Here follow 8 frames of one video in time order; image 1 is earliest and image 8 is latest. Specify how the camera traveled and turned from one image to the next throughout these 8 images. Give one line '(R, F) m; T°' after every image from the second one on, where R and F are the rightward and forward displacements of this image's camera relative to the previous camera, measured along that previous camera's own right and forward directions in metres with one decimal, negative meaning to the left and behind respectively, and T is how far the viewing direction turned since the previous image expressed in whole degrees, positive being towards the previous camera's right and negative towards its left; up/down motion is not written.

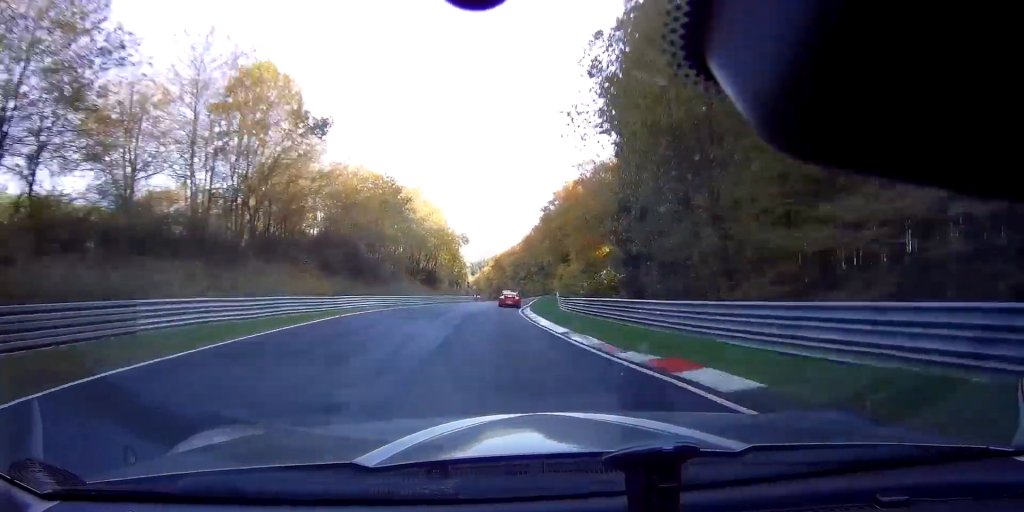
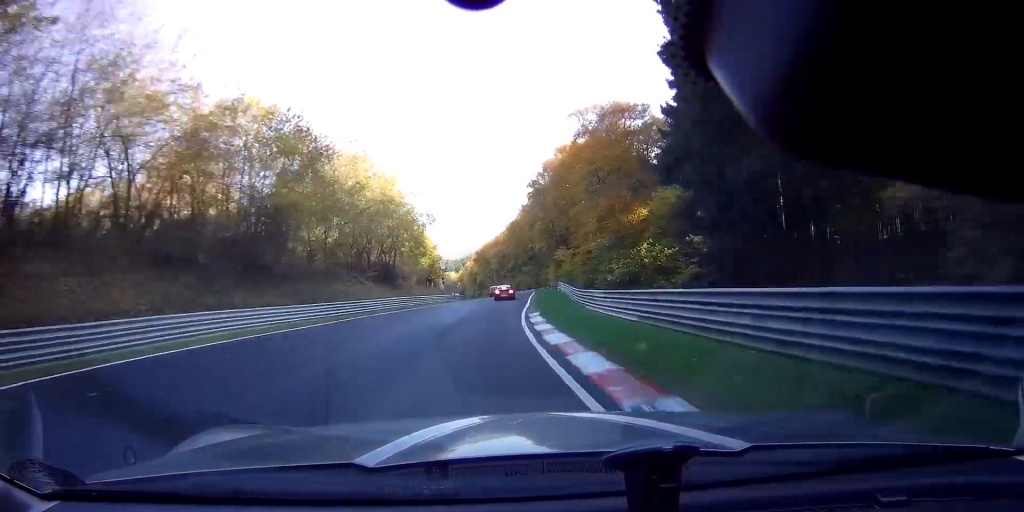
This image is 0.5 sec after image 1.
(+0.1, +20.5) m; 0°
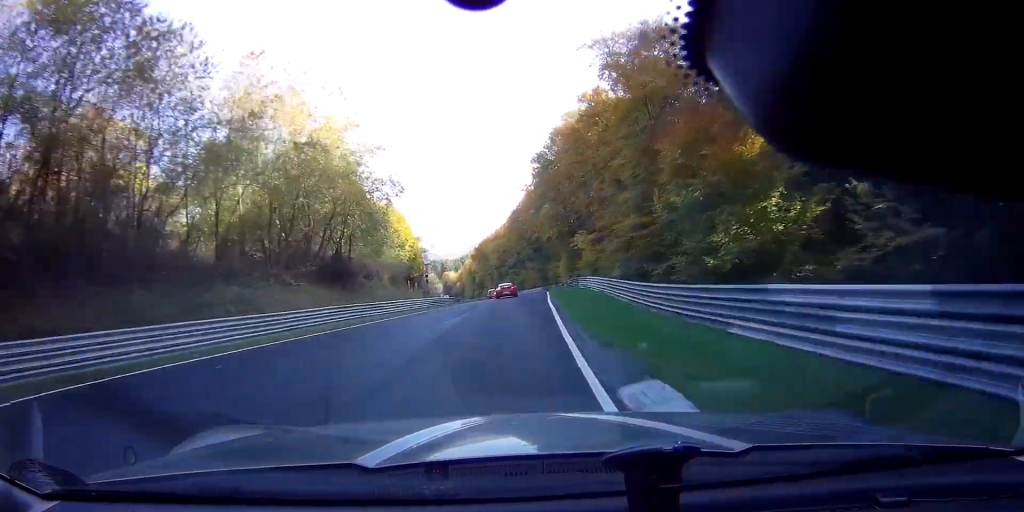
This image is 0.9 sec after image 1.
(-0.1, +17.8) m; 0°
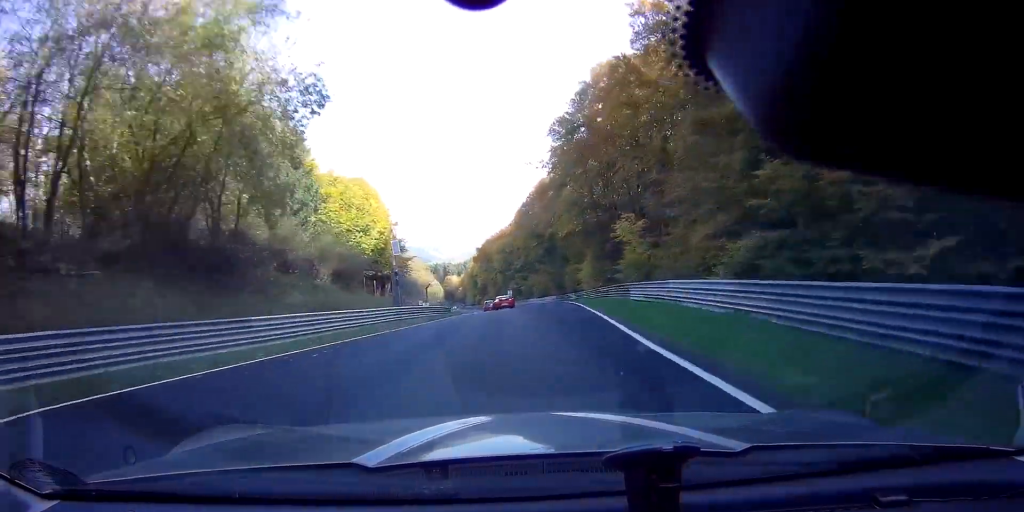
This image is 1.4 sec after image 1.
(-0.1, +19.2) m; 0°
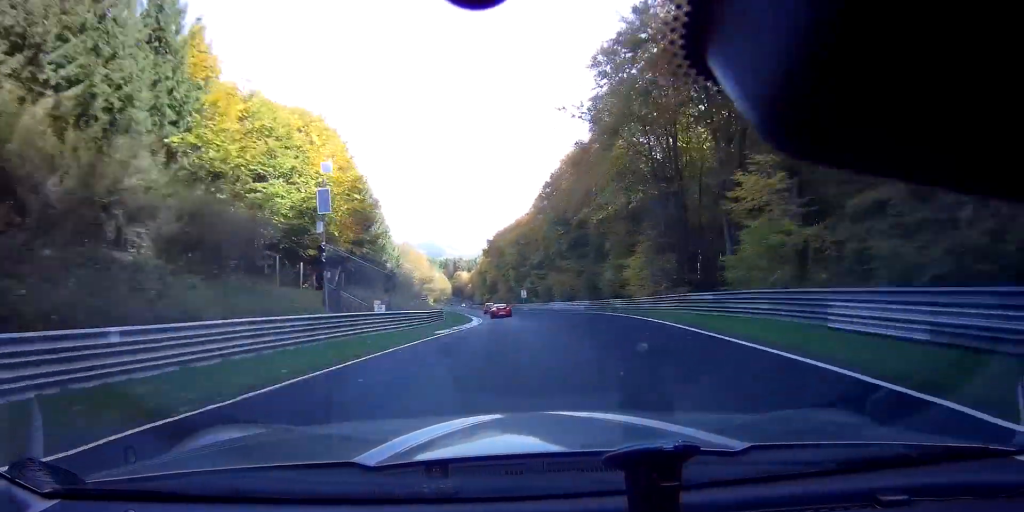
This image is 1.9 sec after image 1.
(0.0, +19.4) m; -1°
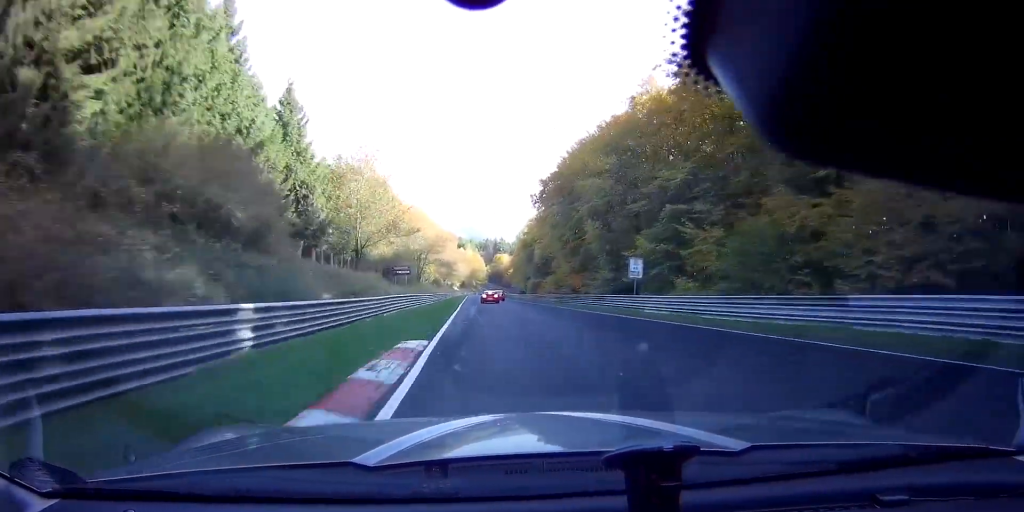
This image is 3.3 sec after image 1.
(-2.2, +59.6) m; -4°
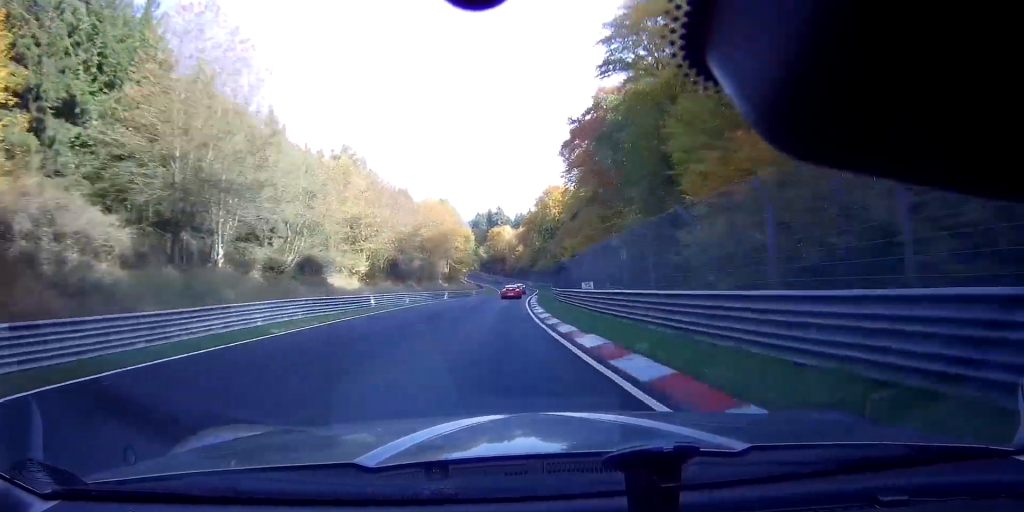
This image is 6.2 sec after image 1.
(-2.1, +133.7) m; 0°
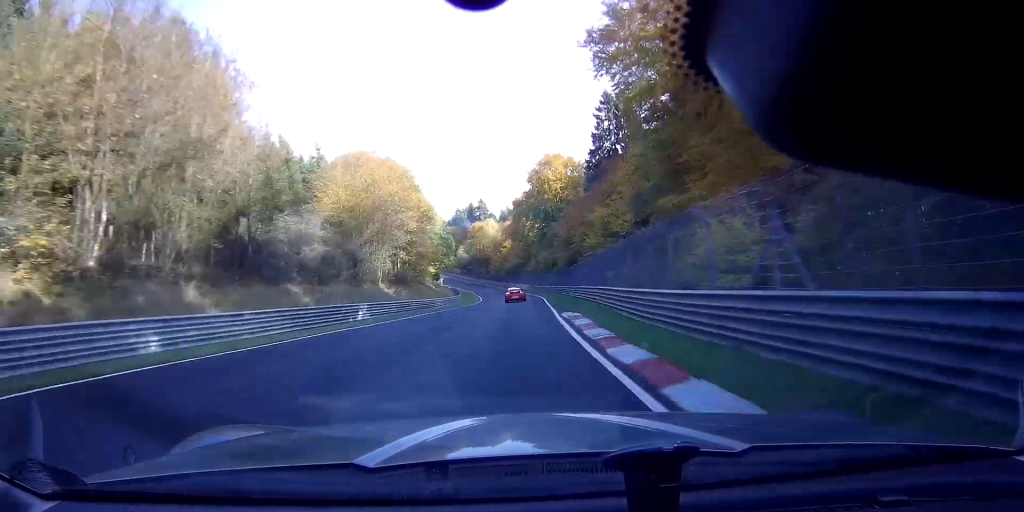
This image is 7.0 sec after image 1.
(+0.4, +35.8) m; 0°
